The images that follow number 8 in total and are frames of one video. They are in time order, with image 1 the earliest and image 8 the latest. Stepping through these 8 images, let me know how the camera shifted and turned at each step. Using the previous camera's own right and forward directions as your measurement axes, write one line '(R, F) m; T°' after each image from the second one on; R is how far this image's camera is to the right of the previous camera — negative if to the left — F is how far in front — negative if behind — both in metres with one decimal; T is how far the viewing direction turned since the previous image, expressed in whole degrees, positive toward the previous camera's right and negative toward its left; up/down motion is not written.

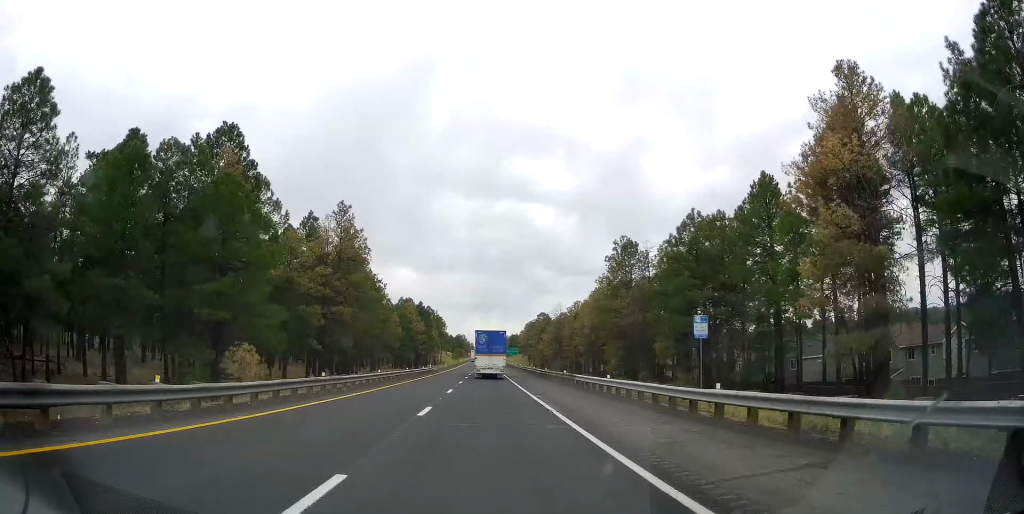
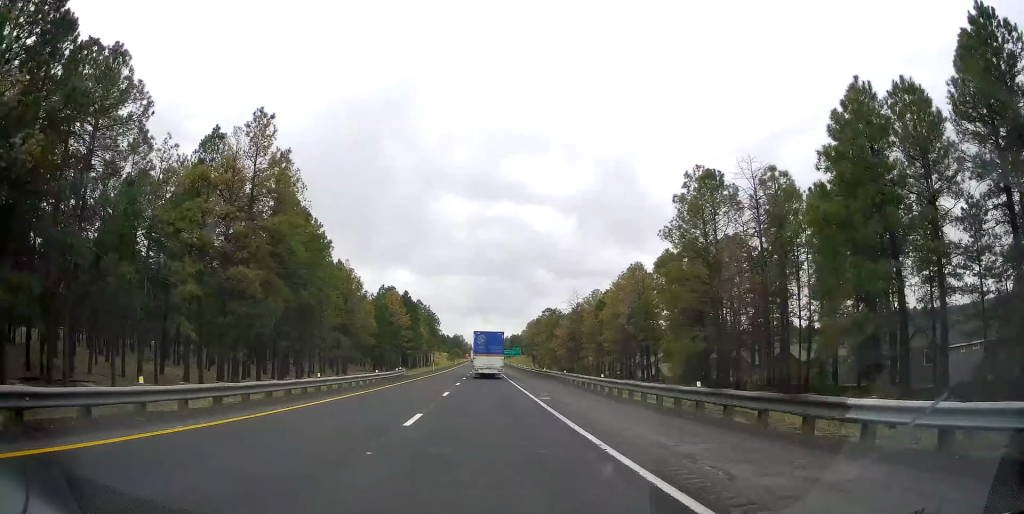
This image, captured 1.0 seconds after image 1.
(+0.4, +27.1) m; +1°
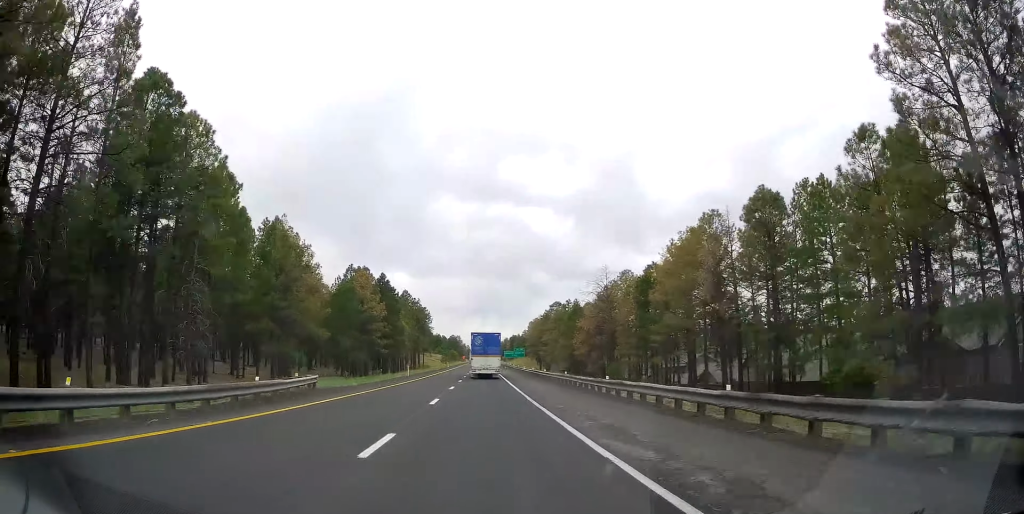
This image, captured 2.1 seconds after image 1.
(-0.2, +28.7) m; -1°
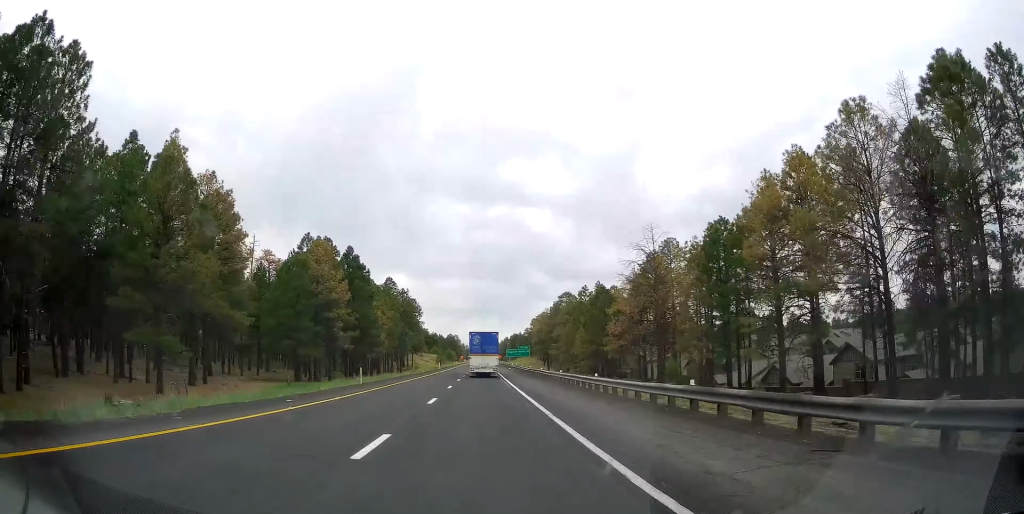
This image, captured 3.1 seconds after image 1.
(-0.4, +24.5) m; 0°
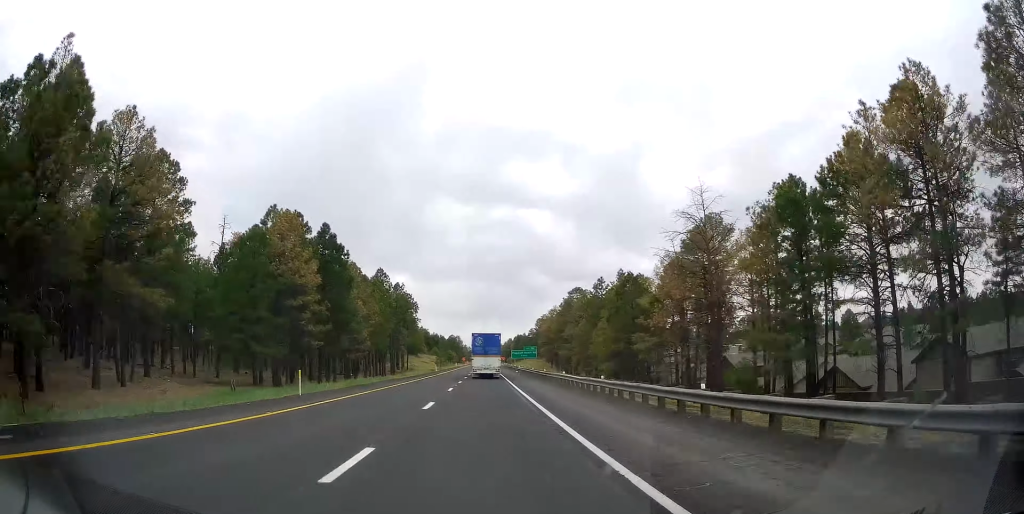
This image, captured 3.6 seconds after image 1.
(+0.3, +13.9) m; +1°
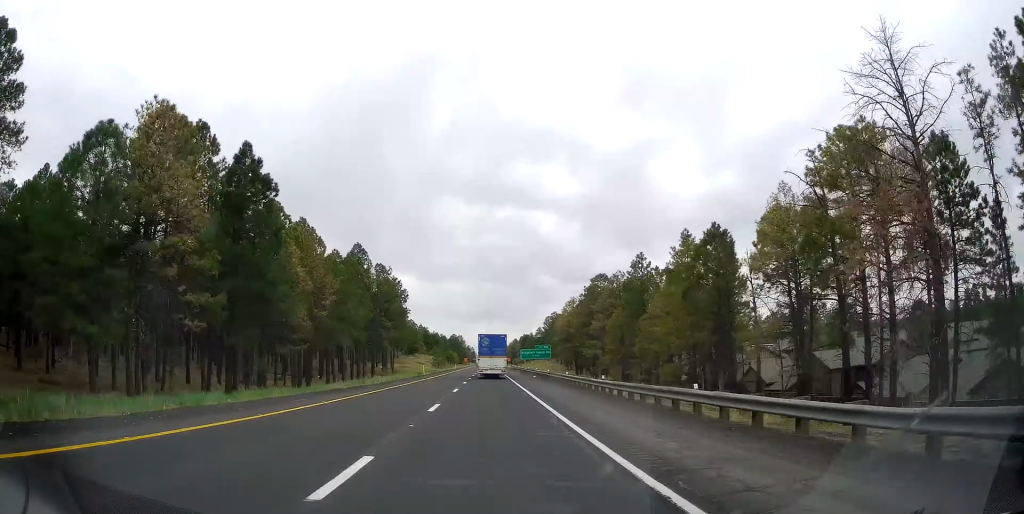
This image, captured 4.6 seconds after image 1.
(+0.3, +25.2) m; +1°
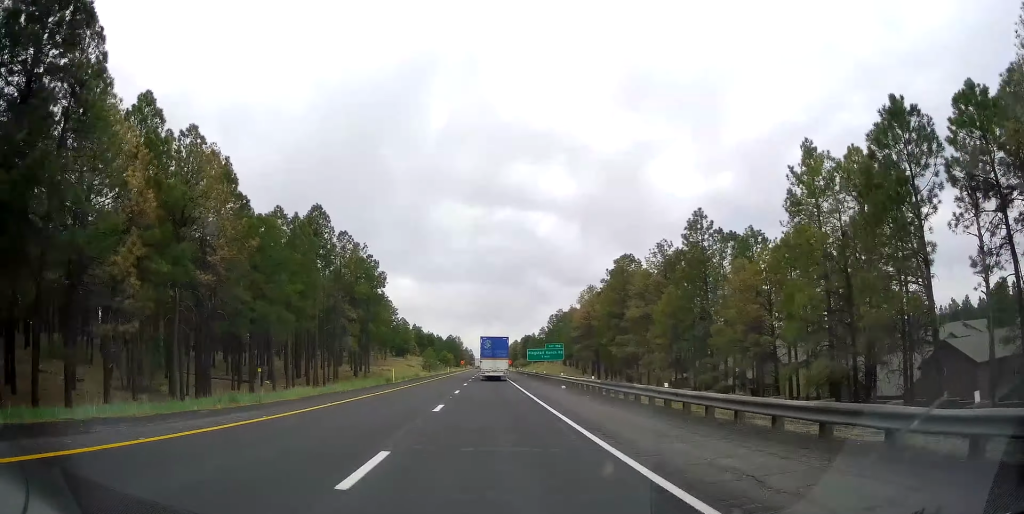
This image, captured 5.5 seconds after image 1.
(0.0, +23.4) m; -1°
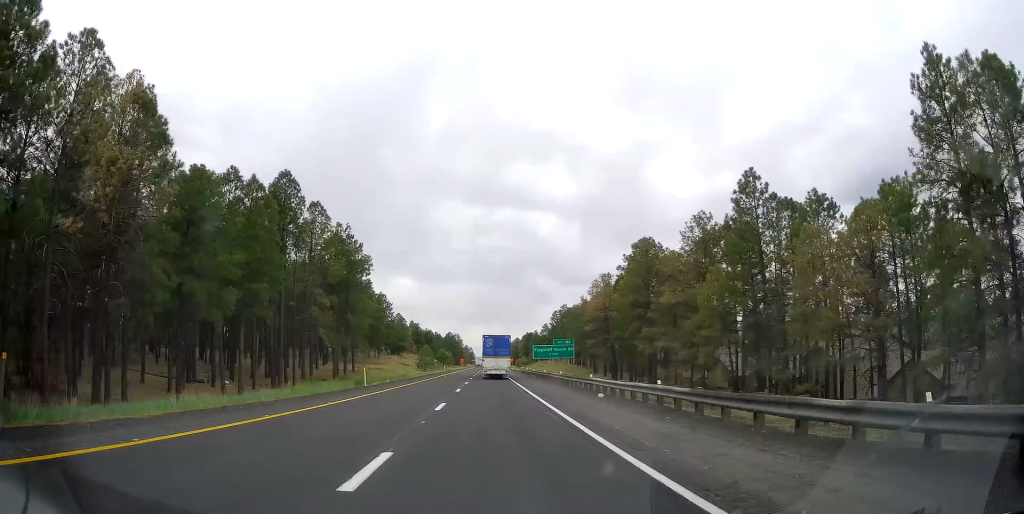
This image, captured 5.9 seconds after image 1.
(+0.1, +12.2) m; -1°
